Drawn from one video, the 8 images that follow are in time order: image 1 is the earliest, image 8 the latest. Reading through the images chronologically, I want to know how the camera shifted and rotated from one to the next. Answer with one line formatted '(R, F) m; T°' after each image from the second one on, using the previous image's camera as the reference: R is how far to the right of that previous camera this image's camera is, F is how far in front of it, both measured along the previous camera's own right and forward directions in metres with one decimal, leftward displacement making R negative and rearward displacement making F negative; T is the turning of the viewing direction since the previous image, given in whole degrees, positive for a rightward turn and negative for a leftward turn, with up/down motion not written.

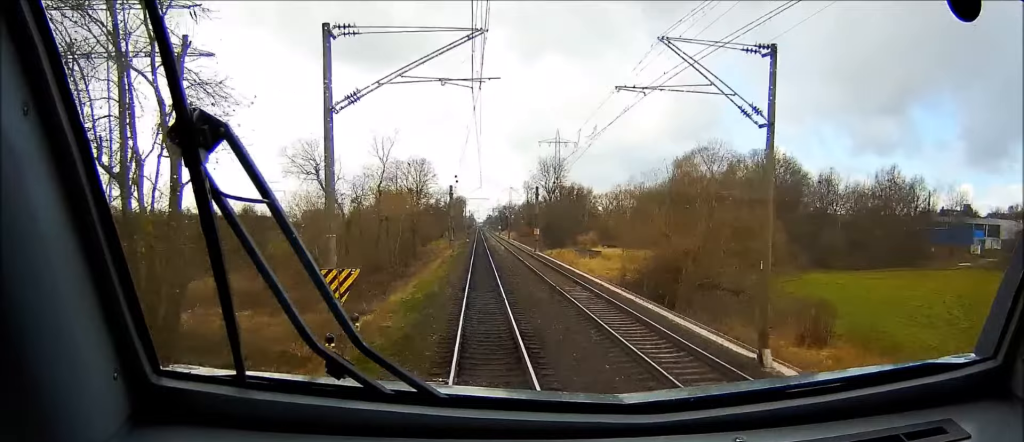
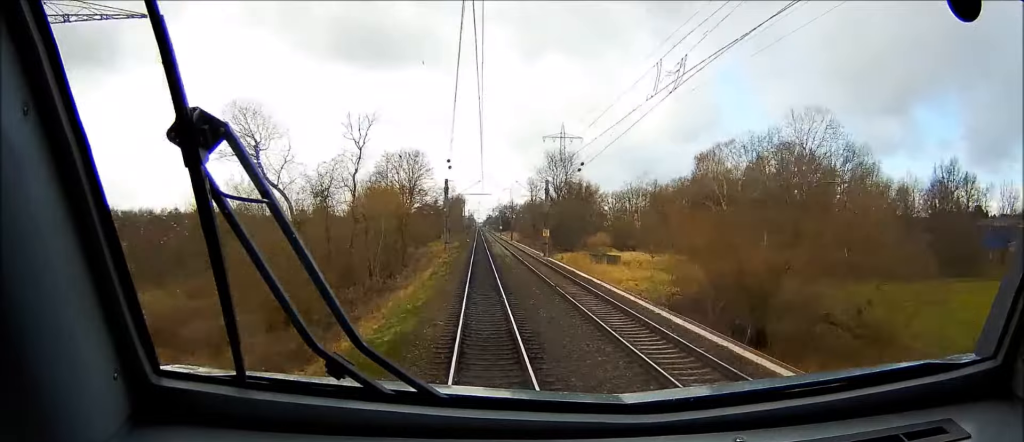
(0.0, +12.8) m; 0°
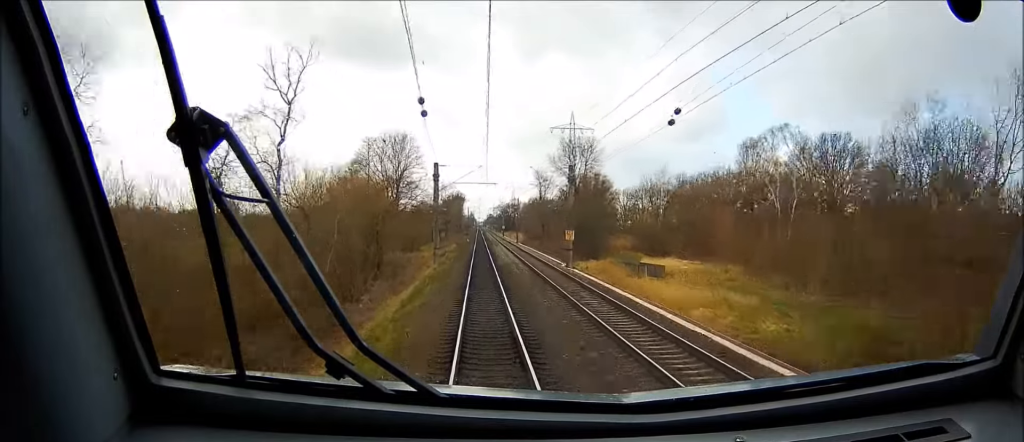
(+0.1, +20.1) m; 0°
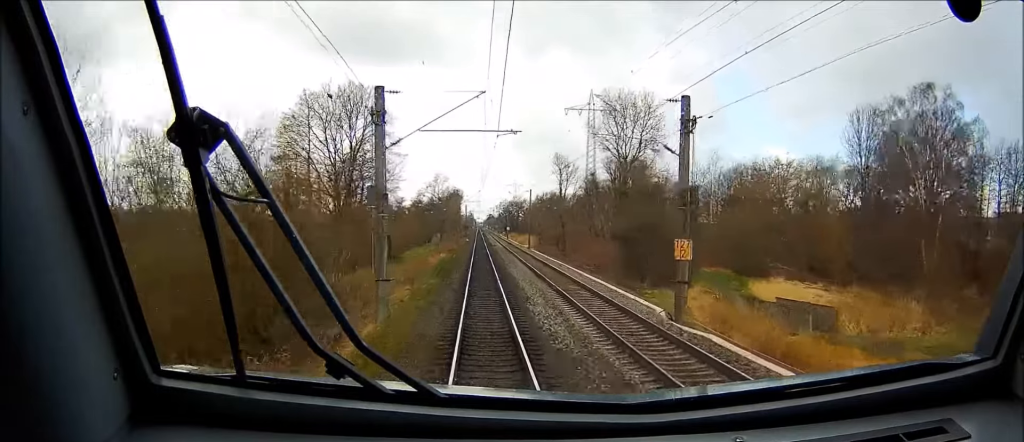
(-0.1, +33.0) m; 0°
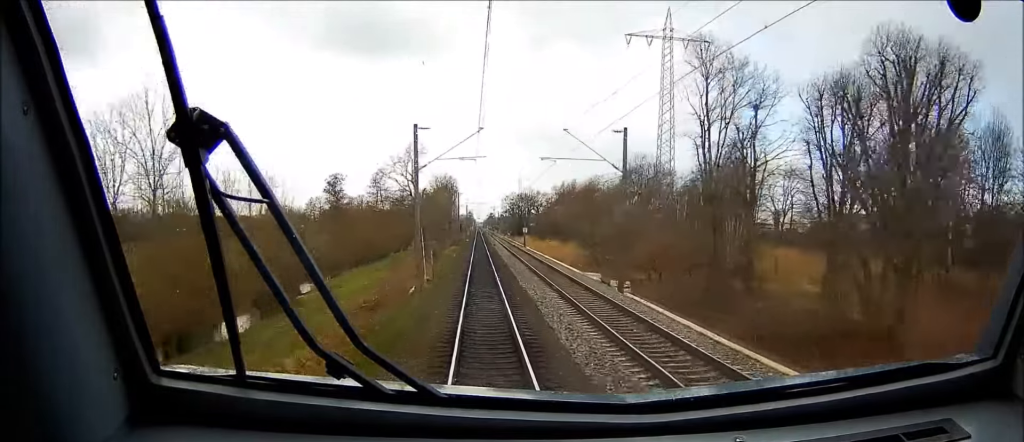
(+0.3, +65.3) m; 0°
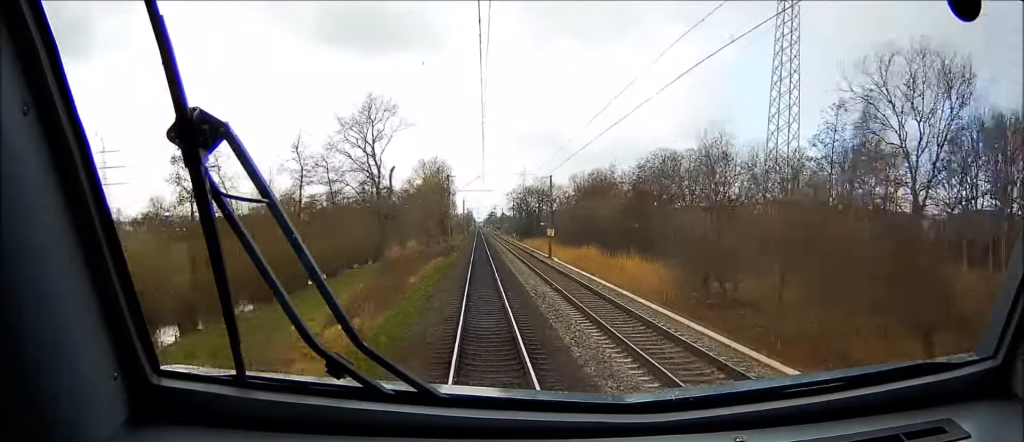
(-0.3, +38.8) m; -1°
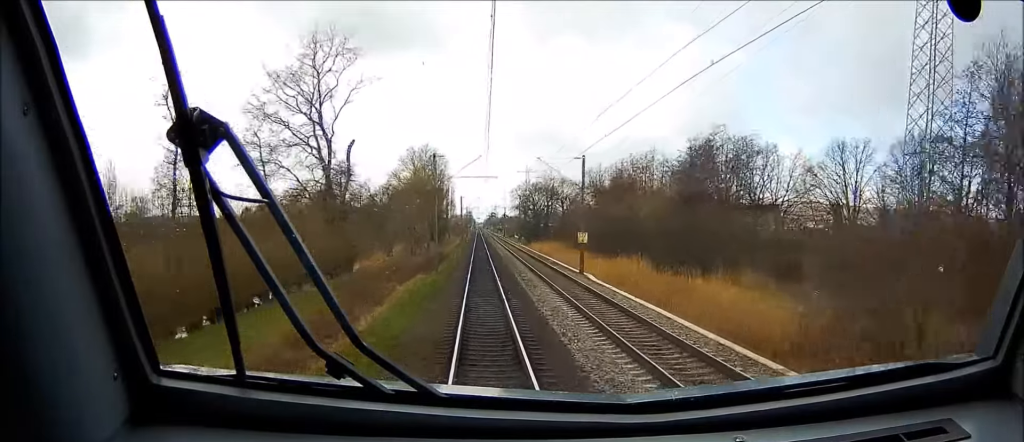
(0.0, +22.2) m; 0°
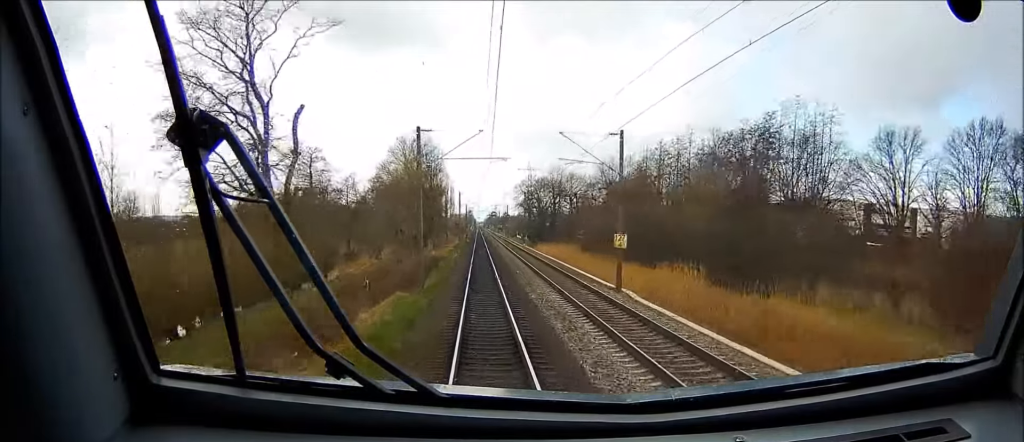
(0.0, +12.9) m; 0°
